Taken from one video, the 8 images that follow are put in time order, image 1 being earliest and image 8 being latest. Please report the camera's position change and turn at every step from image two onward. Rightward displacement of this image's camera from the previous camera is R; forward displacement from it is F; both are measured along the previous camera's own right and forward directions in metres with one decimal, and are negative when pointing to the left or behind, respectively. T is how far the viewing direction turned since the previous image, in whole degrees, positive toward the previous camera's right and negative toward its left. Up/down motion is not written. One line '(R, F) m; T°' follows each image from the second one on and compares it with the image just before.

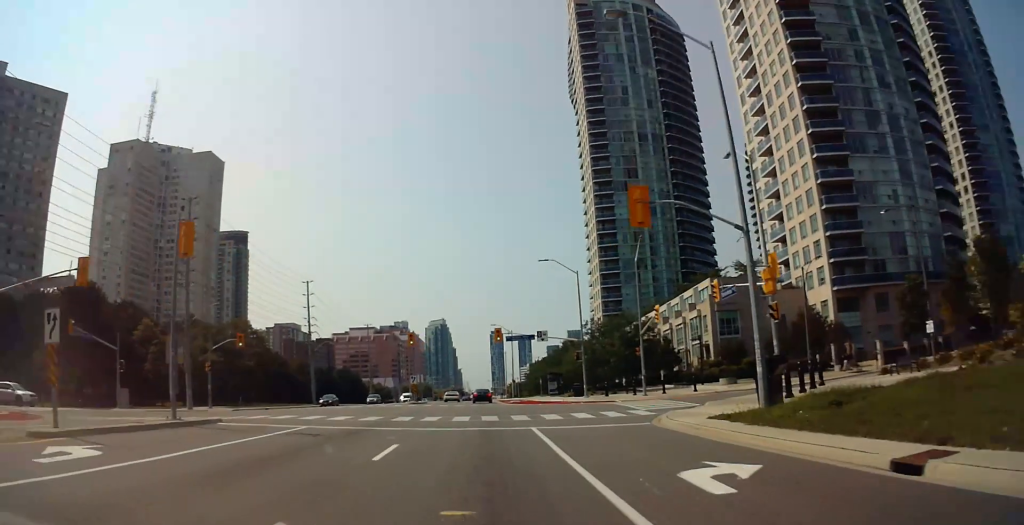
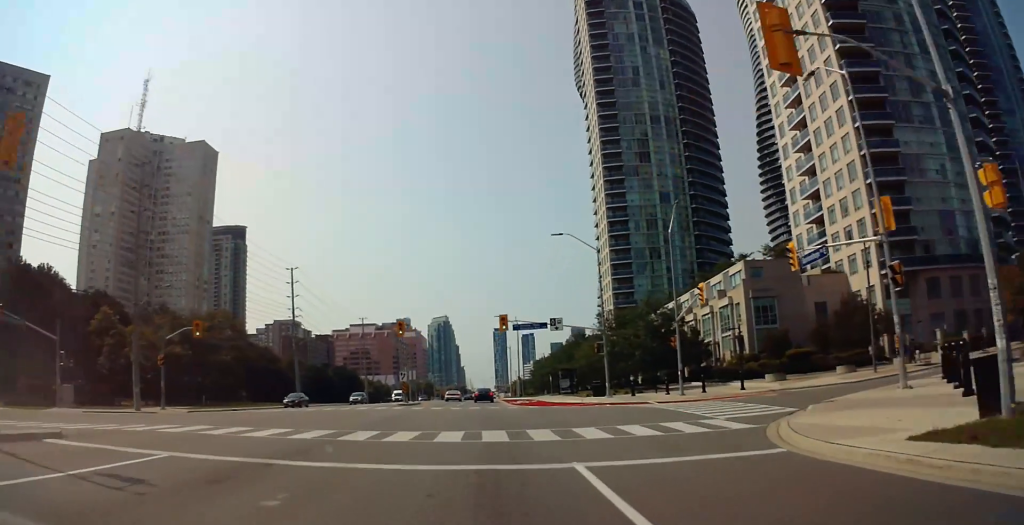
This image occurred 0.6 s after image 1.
(-0.4, +9.6) m; -1°
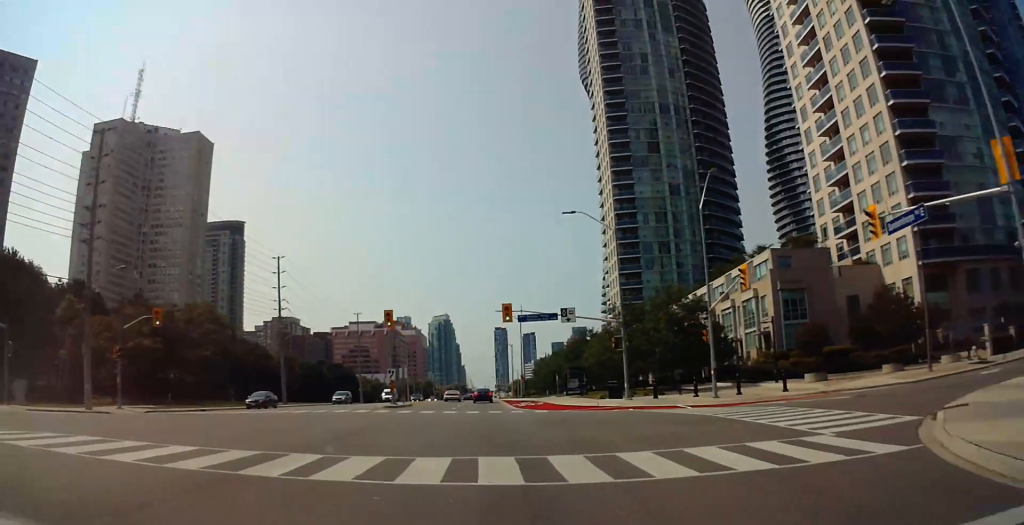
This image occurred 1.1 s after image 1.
(-0.2, +6.6) m; 0°
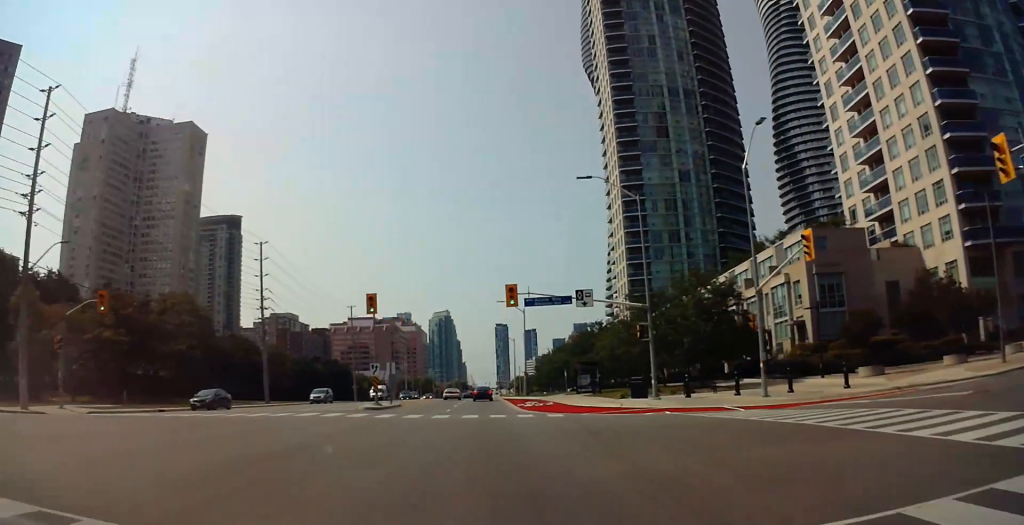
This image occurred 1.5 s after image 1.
(+0.2, +7.1) m; 0°
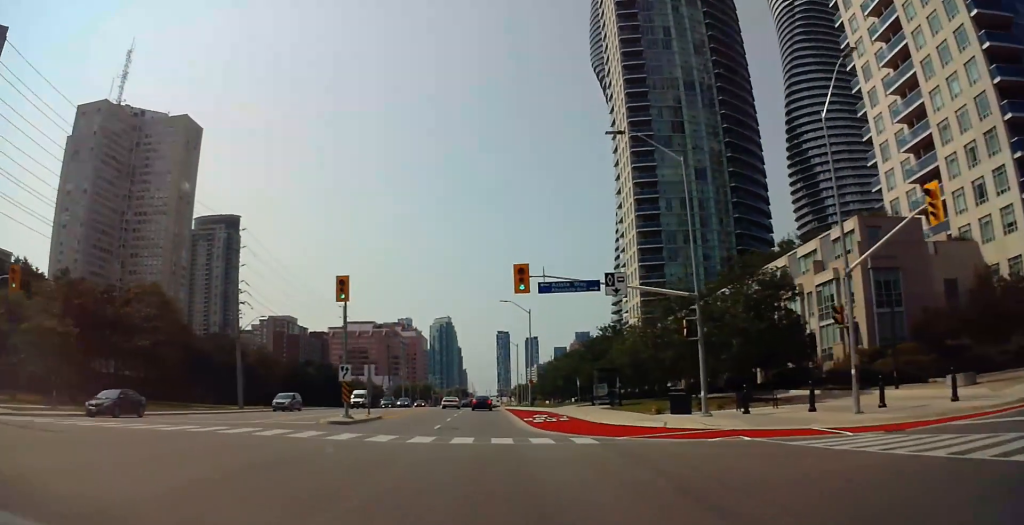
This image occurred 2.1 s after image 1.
(+0.1, +8.6) m; 0°
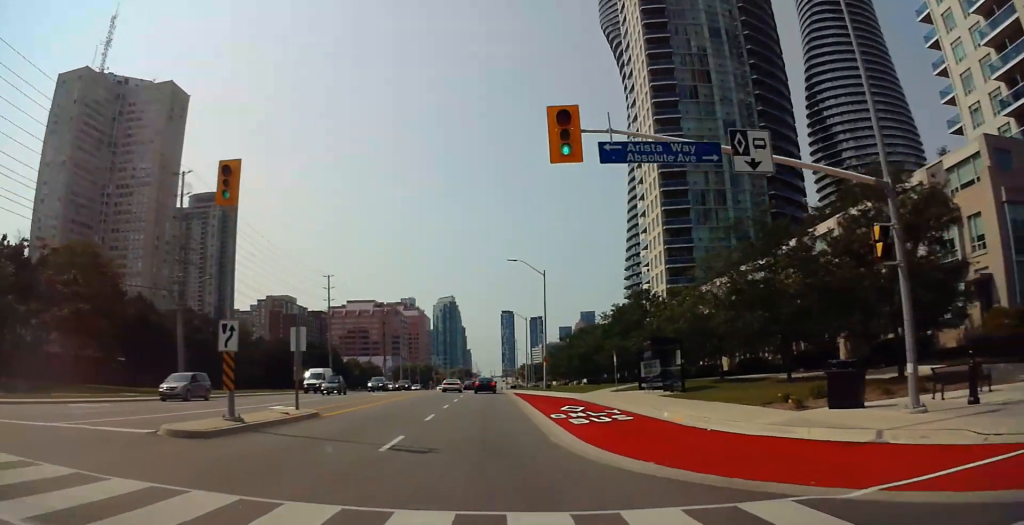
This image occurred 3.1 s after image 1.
(-0.3, +15.1) m; 0°
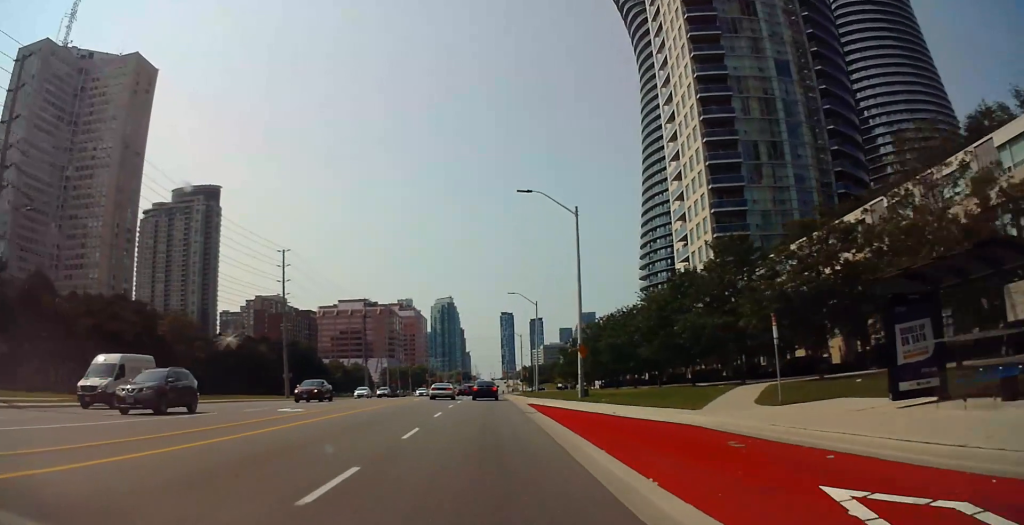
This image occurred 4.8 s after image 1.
(+0.5, +24.8) m; +1°
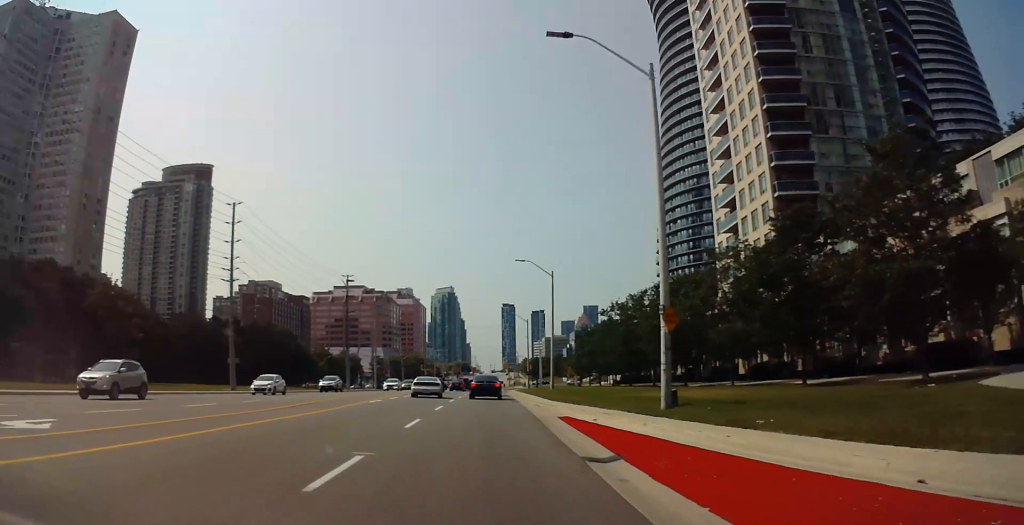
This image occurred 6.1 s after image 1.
(0.0, +19.3) m; 0°
